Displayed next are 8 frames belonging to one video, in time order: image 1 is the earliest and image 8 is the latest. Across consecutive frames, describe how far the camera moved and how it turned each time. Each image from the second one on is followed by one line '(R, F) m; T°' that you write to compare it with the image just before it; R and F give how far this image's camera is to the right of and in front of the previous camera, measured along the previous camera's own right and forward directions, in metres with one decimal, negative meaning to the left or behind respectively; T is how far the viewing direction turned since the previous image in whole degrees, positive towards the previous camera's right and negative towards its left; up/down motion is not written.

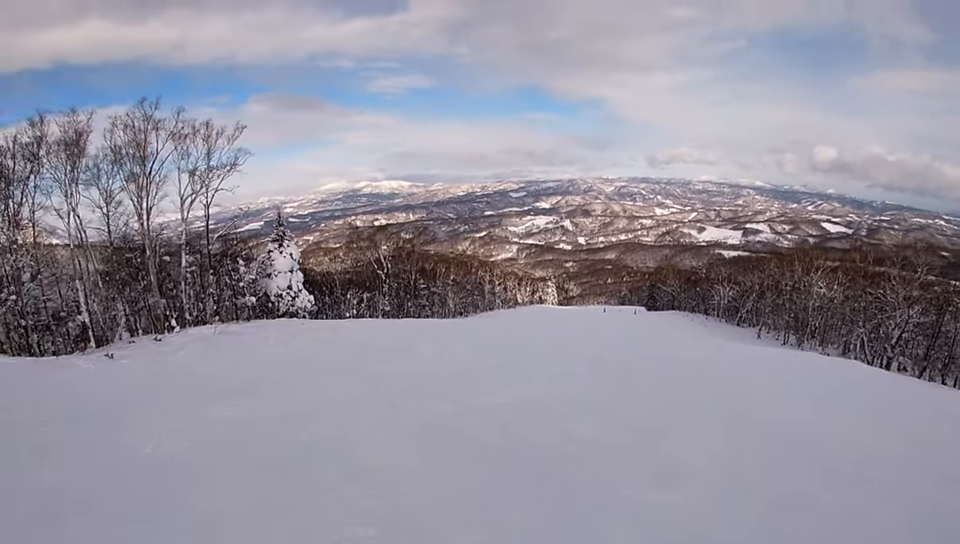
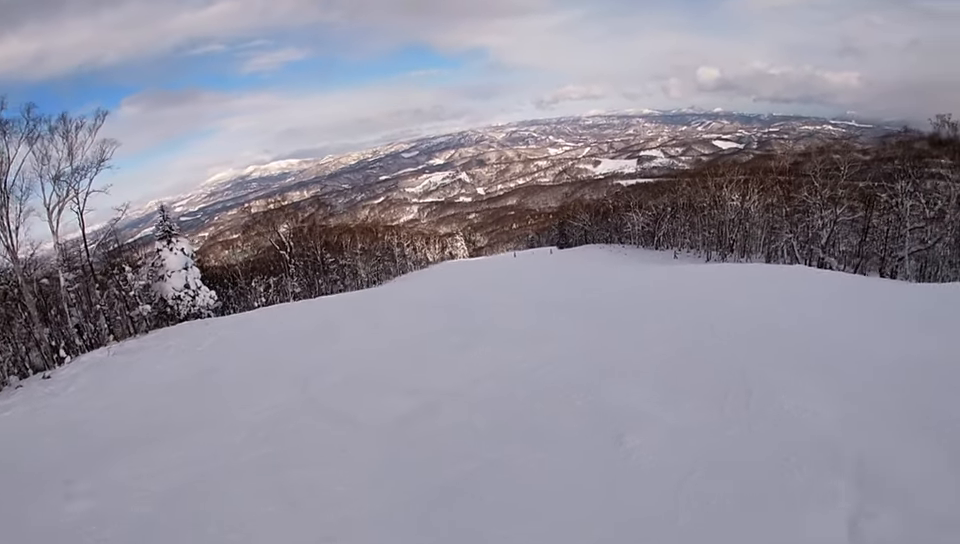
(-0.2, +3.7) m; +13°
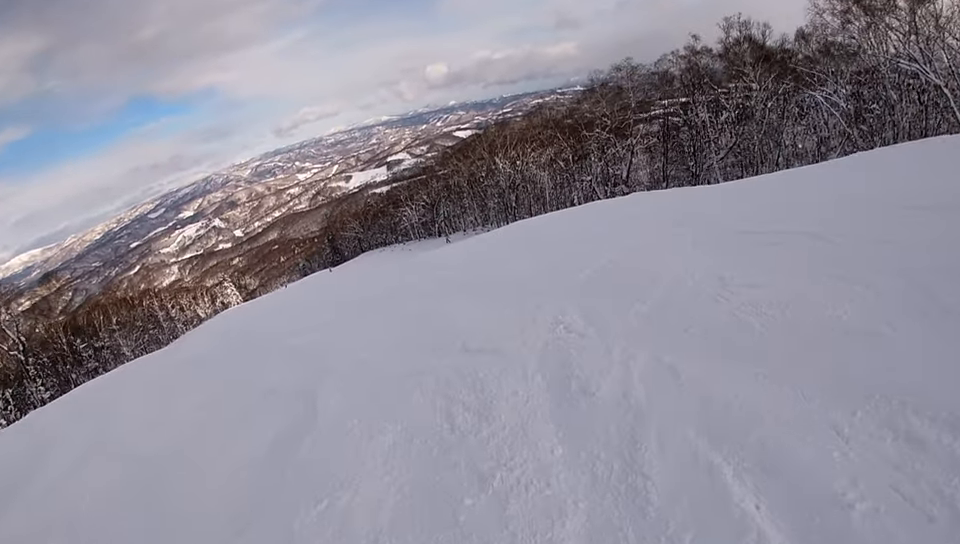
(+2.8, +7.6) m; +23°
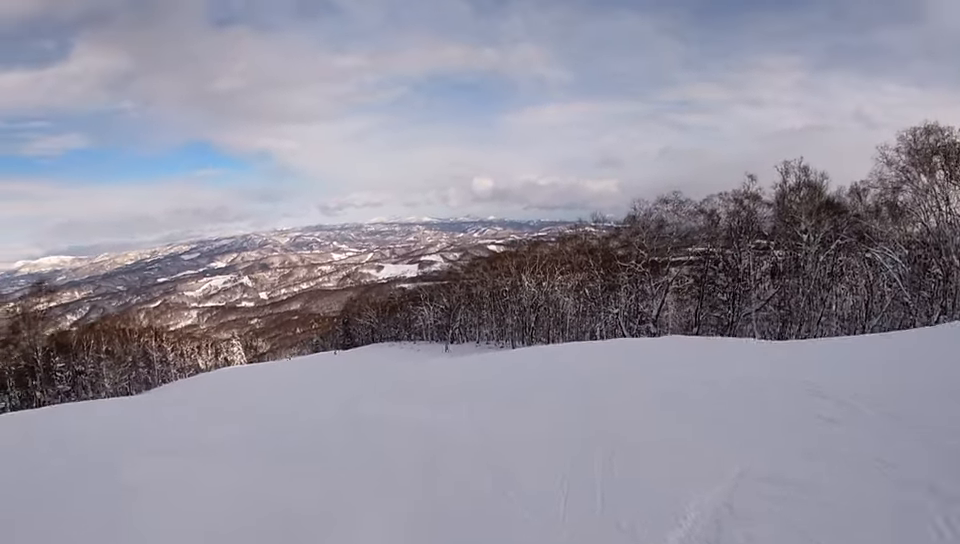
(-0.5, +5.3) m; -8°
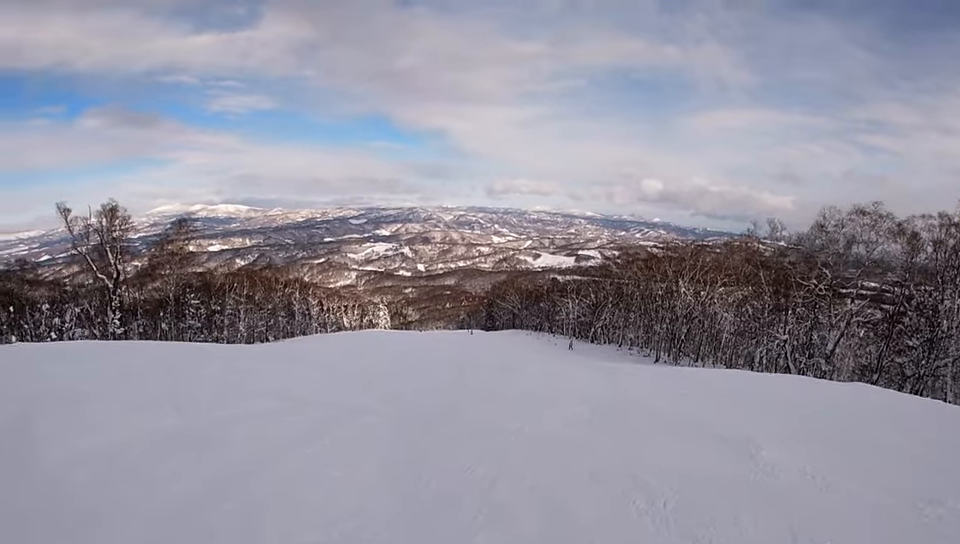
(-0.6, +5.5) m; -12°
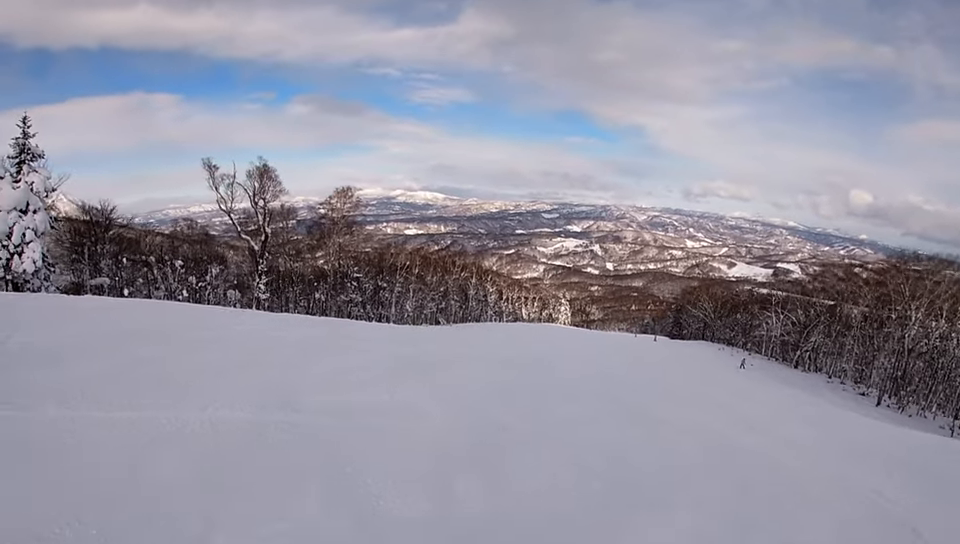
(-1.5, +8.4) m; -21°
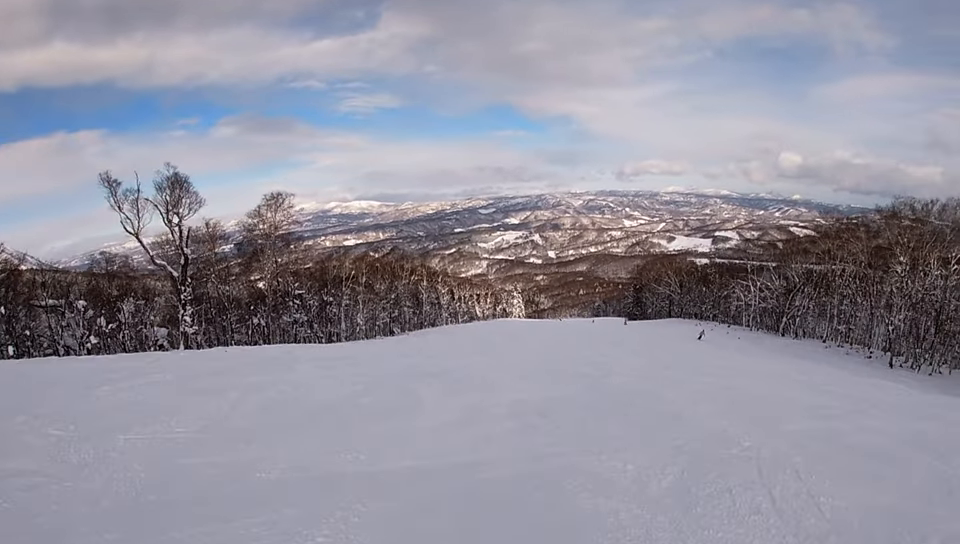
(-1.3, +8.1) m; +5°
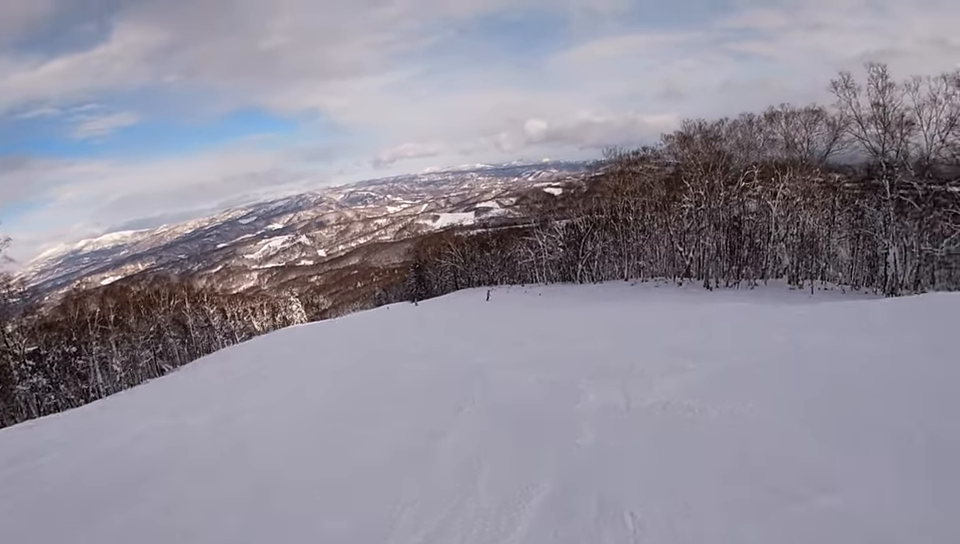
(+2.7, +7.9) m; +21°
